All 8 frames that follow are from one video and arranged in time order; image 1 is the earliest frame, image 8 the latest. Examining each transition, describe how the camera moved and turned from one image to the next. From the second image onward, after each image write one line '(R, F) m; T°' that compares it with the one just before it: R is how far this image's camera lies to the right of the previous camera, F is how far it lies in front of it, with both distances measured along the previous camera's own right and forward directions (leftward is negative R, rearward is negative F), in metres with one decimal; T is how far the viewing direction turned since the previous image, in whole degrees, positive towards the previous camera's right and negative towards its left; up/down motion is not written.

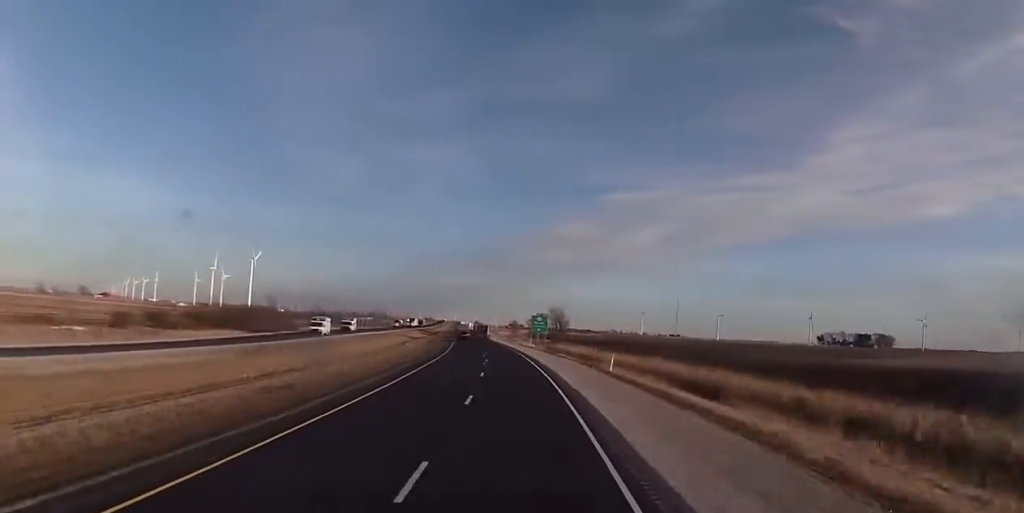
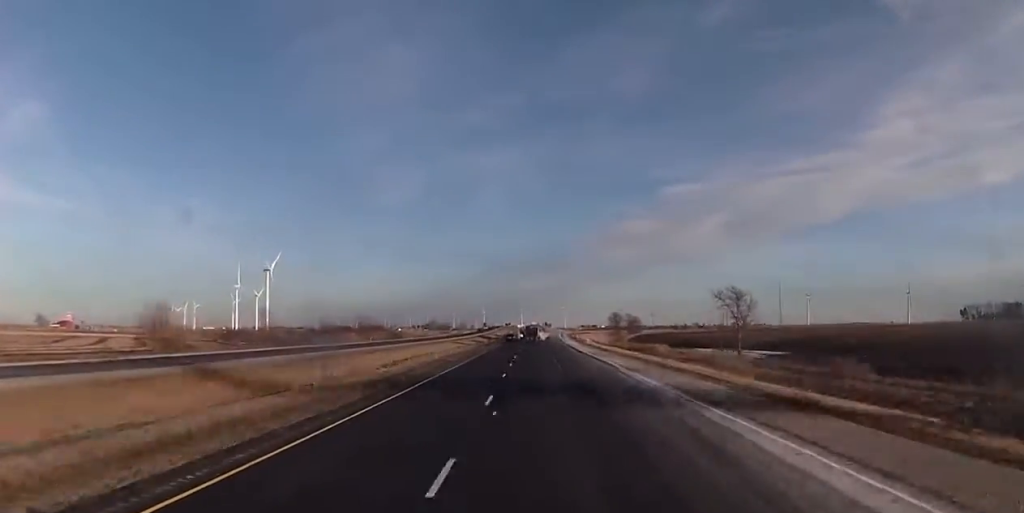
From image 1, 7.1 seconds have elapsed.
(-8.6, +193.6) m; -3°
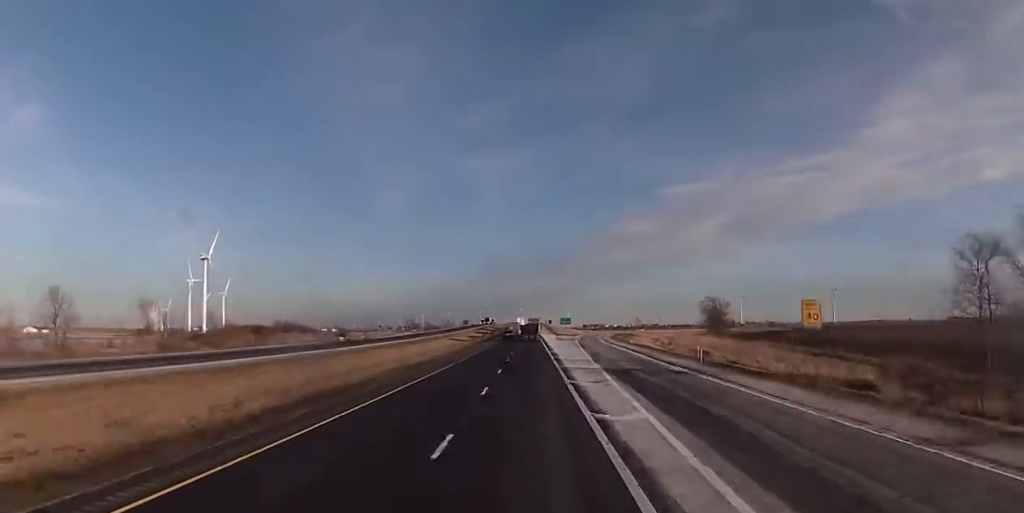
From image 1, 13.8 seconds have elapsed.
(+0.9, +179.5) m; 0°
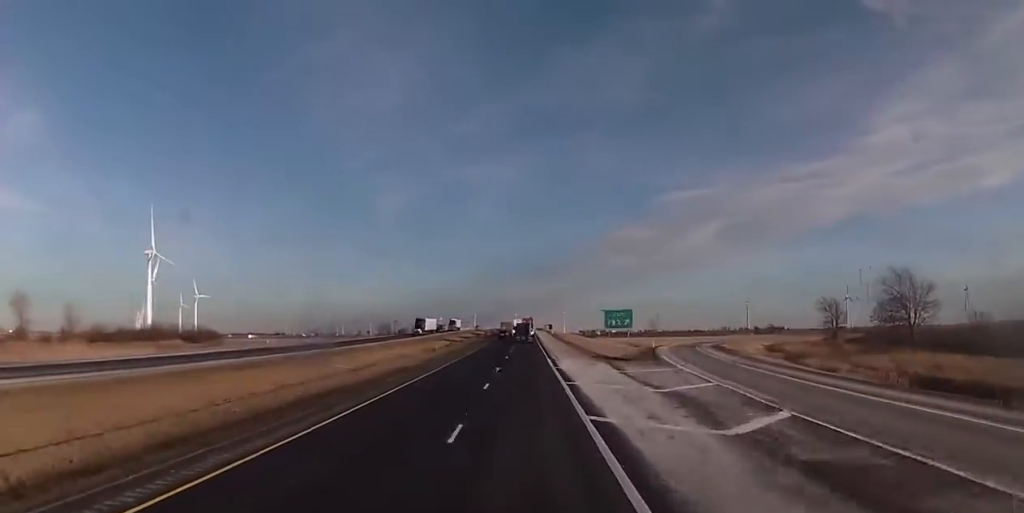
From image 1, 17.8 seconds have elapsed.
(+0.1, +108.2) m; 0°
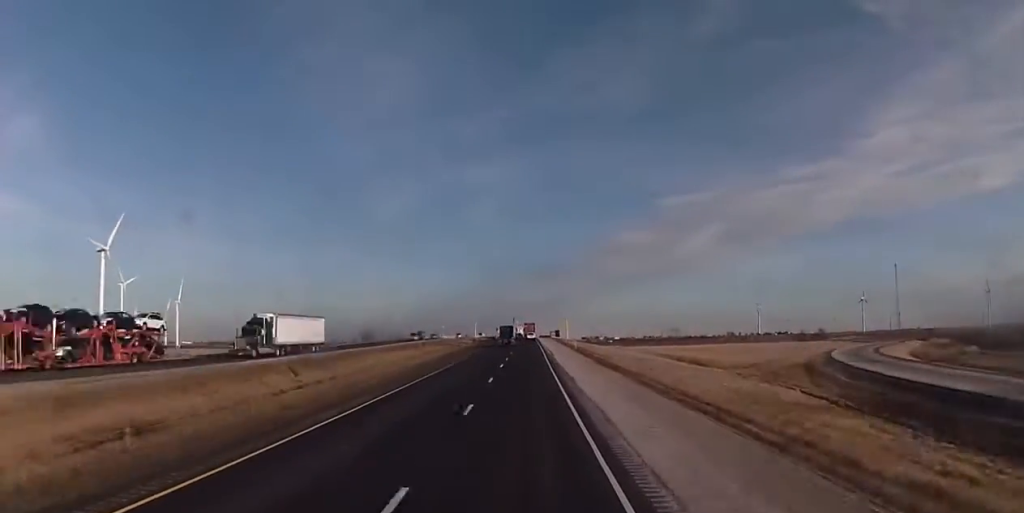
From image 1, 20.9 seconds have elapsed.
(-0.3, +81.1) m; 0°
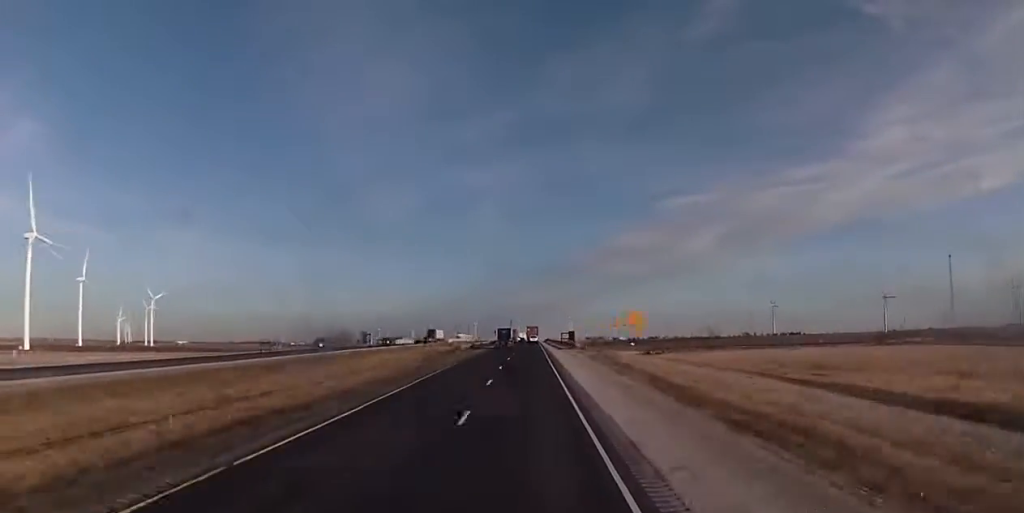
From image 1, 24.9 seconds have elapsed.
(+0.2, +104.8) m; 0°
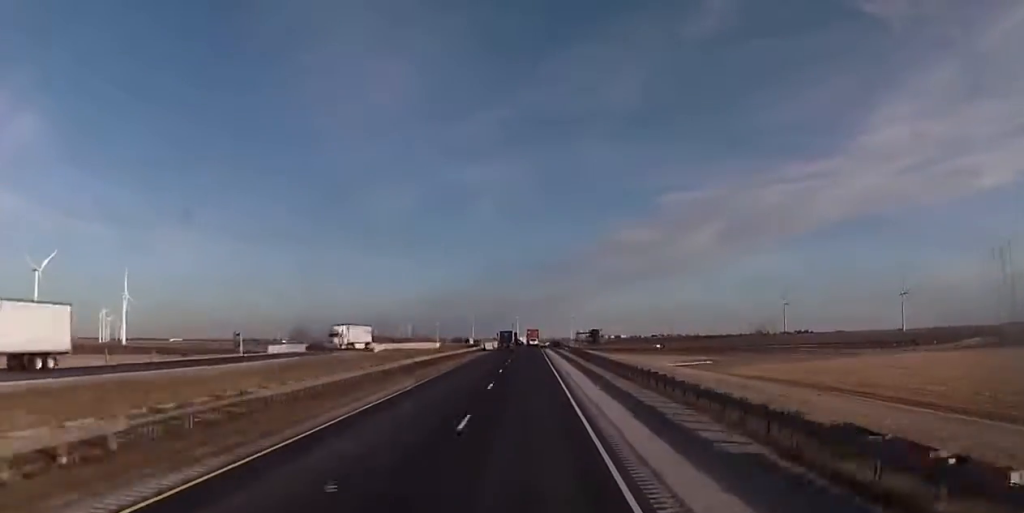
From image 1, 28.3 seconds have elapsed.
(0.0, +89.8) m; 0°
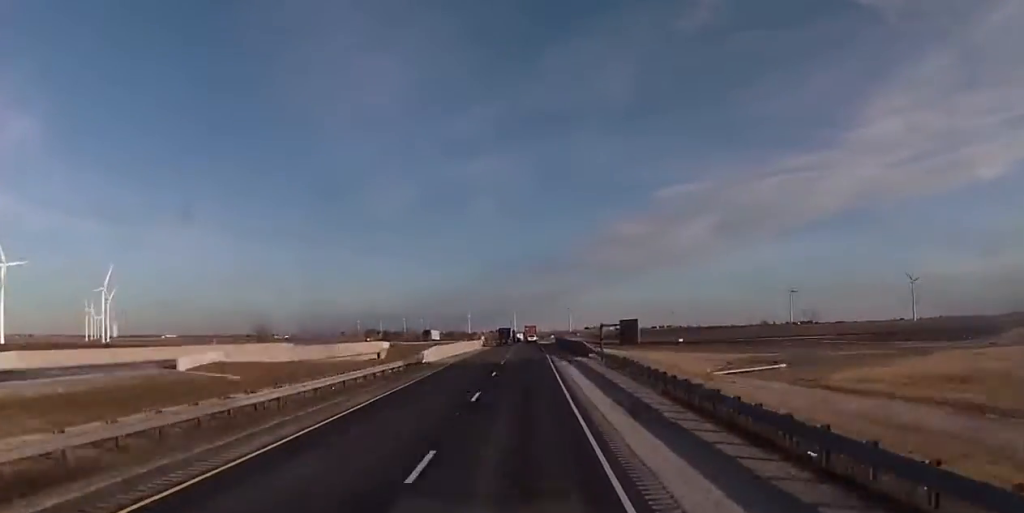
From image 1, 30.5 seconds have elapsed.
(-0.1, +57.2) m; 0°
